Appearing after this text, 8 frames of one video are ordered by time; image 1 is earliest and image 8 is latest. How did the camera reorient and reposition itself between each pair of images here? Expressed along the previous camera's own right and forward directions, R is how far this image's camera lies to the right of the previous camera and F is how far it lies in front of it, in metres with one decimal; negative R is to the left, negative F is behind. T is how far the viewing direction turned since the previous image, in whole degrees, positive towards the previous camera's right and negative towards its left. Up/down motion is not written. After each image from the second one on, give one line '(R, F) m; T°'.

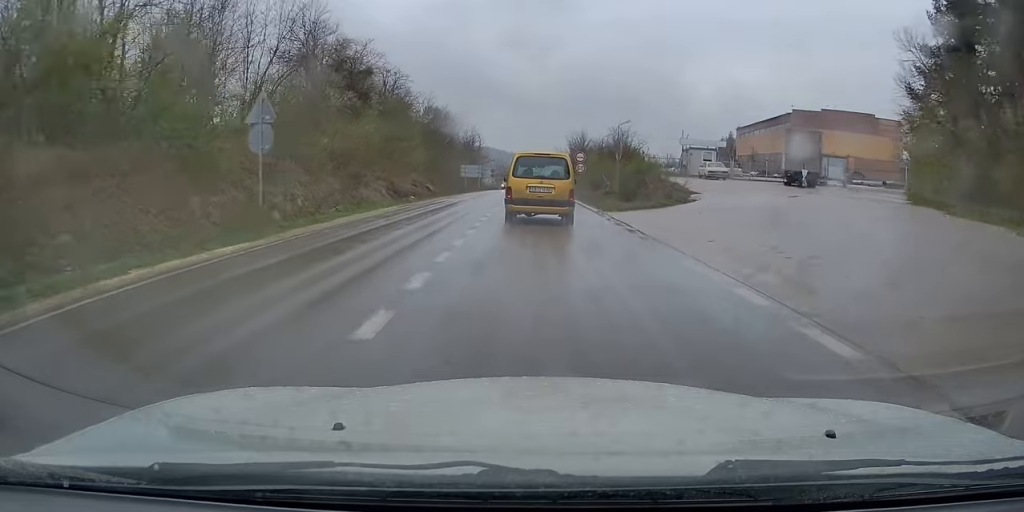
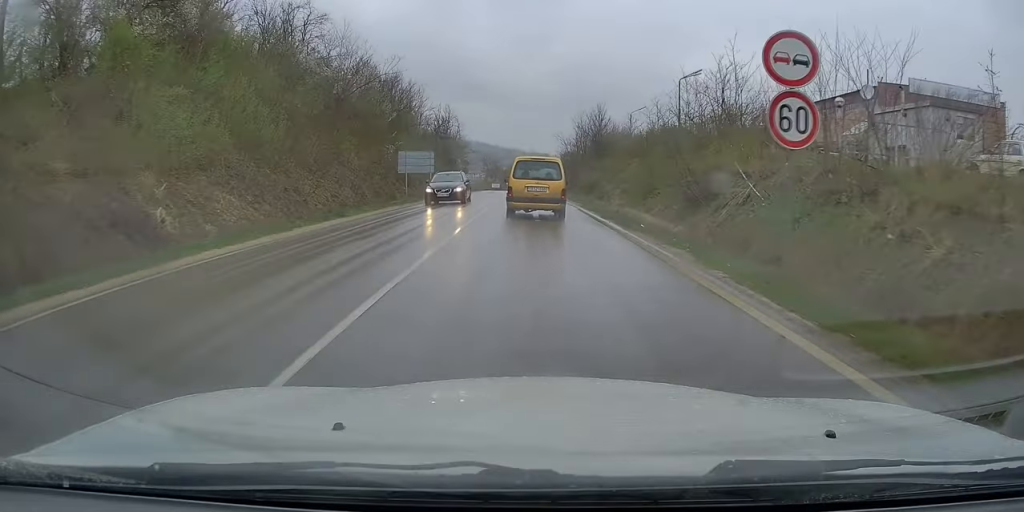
(-0.9, +36.0) m; -1°
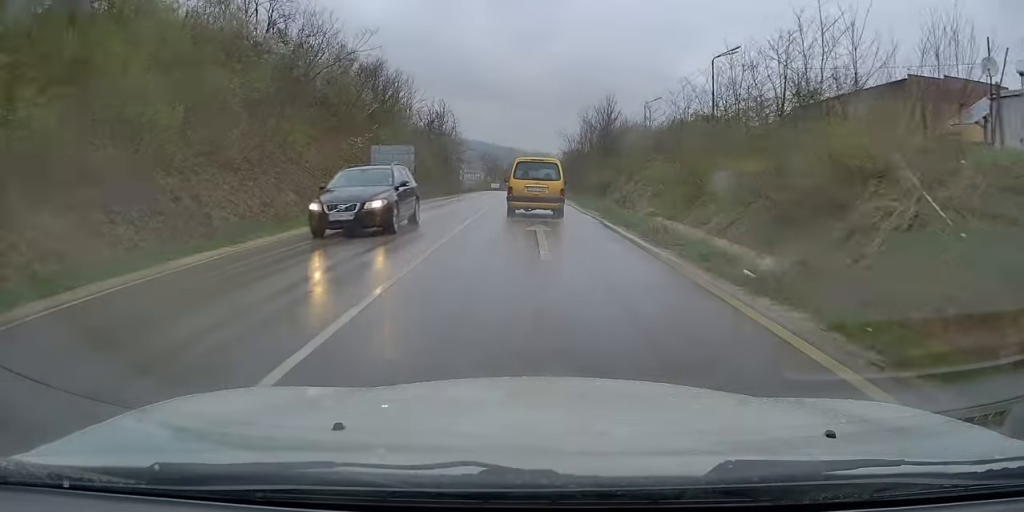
(-0.1, +8.3) m; +1°
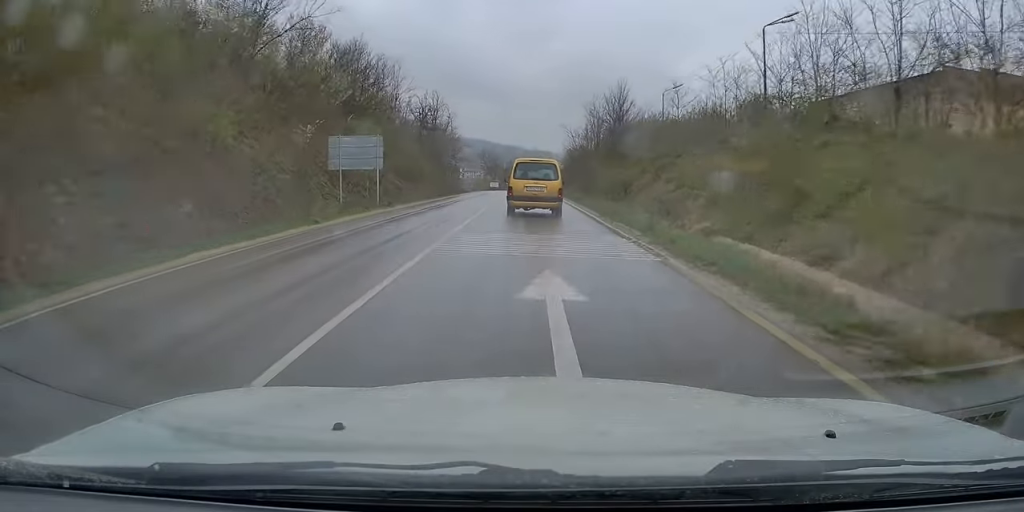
(+0.2, +8.5) m; +1°
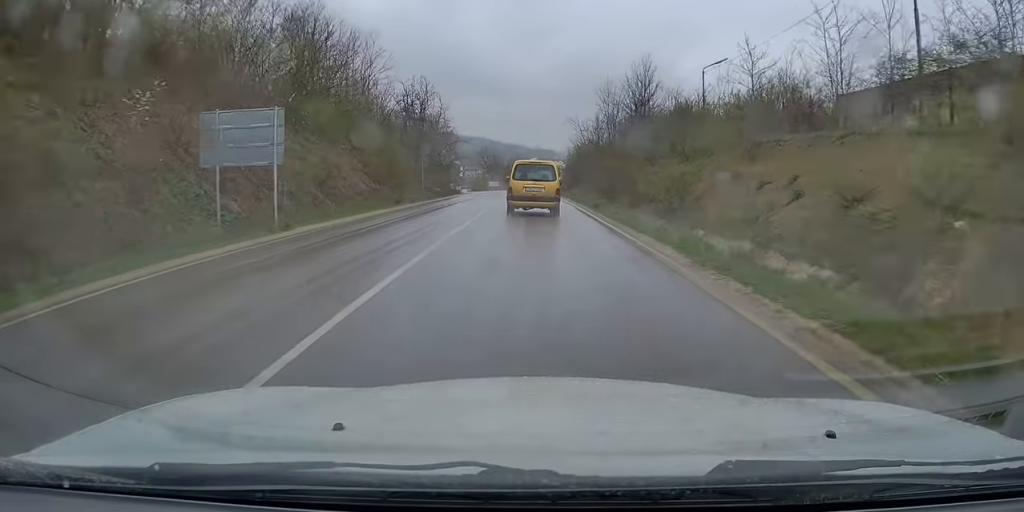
(+0.1, +12.6) m; 0°
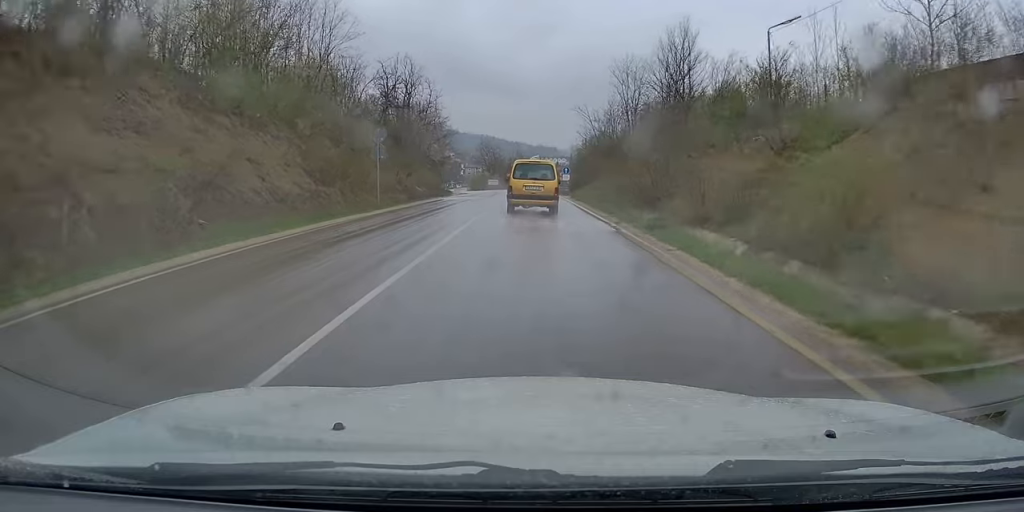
(0.0, +12.2) m; -1°
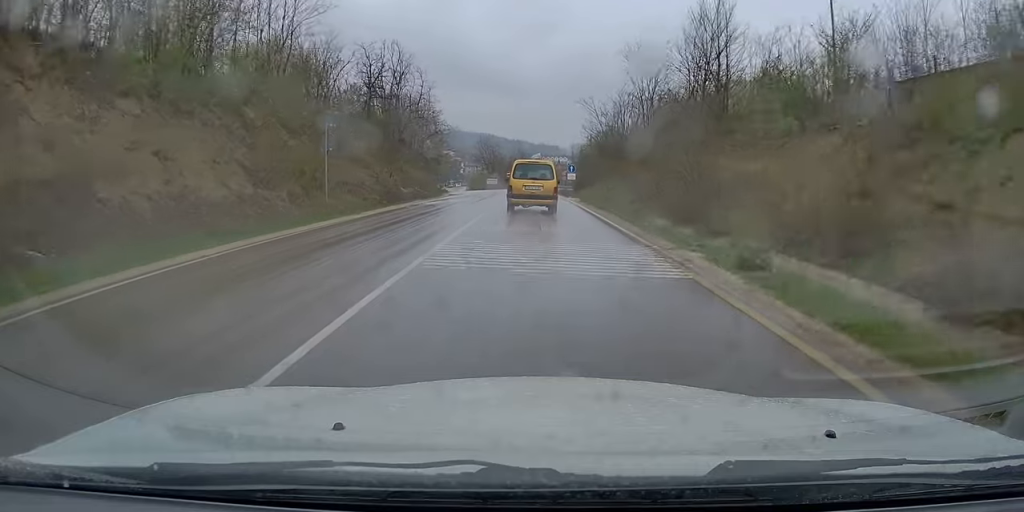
(-0.2, +7.2) m; 0°
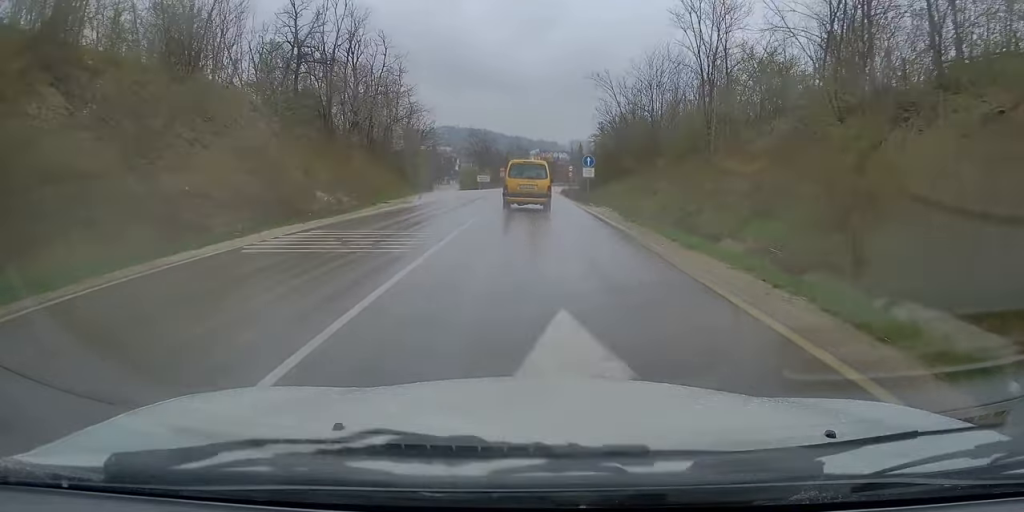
(+0.2, +18.1) m; +1°
